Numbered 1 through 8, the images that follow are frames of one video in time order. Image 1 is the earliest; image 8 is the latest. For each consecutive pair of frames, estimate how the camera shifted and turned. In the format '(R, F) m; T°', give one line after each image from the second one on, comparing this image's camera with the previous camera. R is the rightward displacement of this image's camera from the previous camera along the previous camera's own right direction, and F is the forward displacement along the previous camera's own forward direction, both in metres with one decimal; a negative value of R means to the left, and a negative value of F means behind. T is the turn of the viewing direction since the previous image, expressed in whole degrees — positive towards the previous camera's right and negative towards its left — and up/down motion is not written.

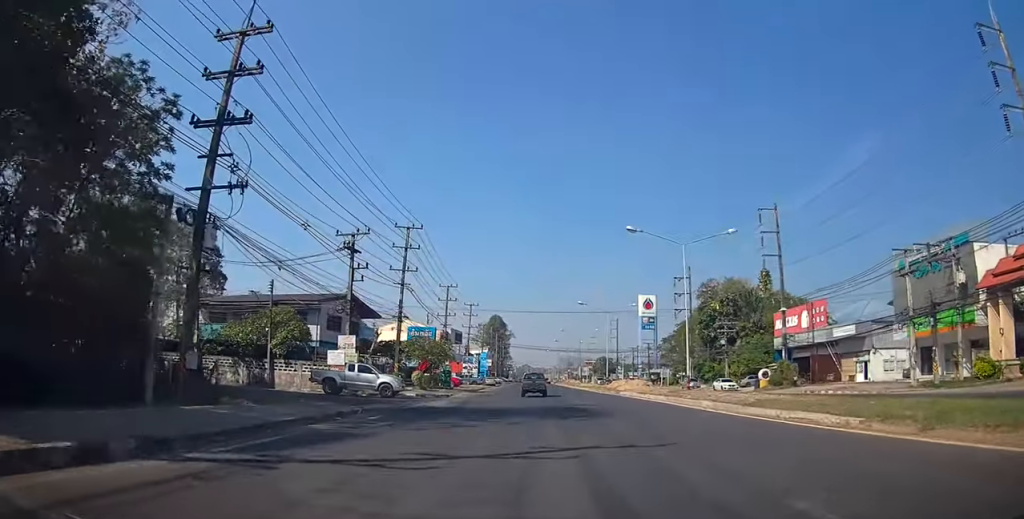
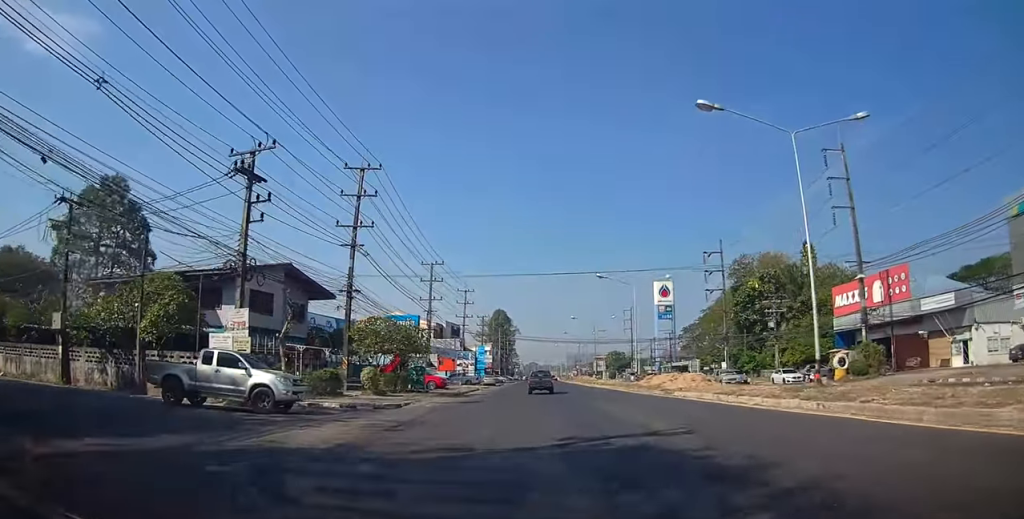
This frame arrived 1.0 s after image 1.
(-0.1, +14.9) m; 0°
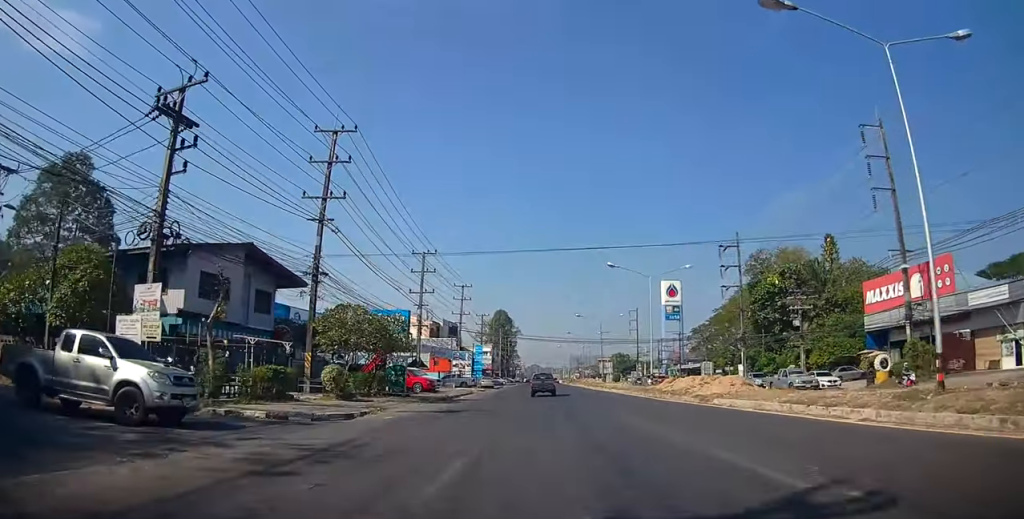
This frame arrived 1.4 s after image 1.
(+0.1, +6.0) m; -1°
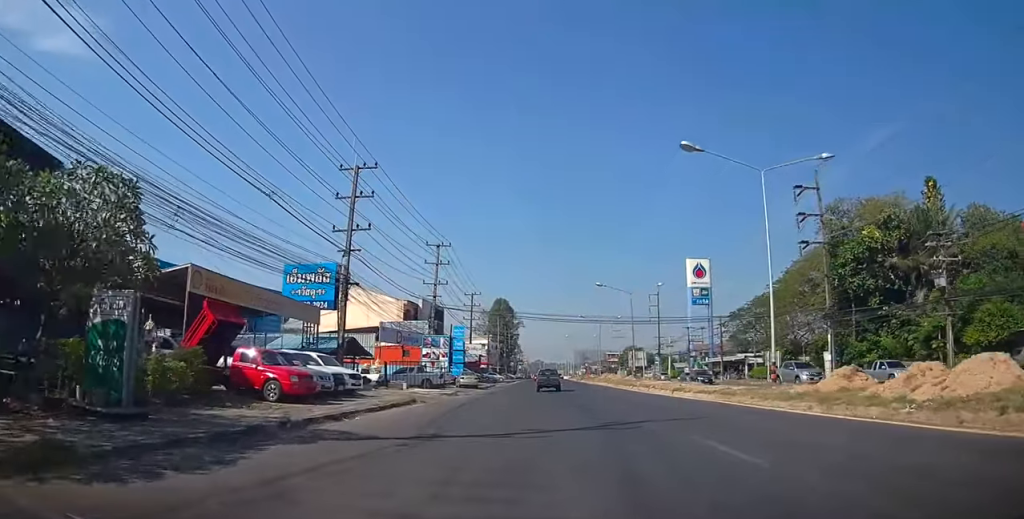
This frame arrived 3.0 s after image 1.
(-0.6, +22.6) m; -2°
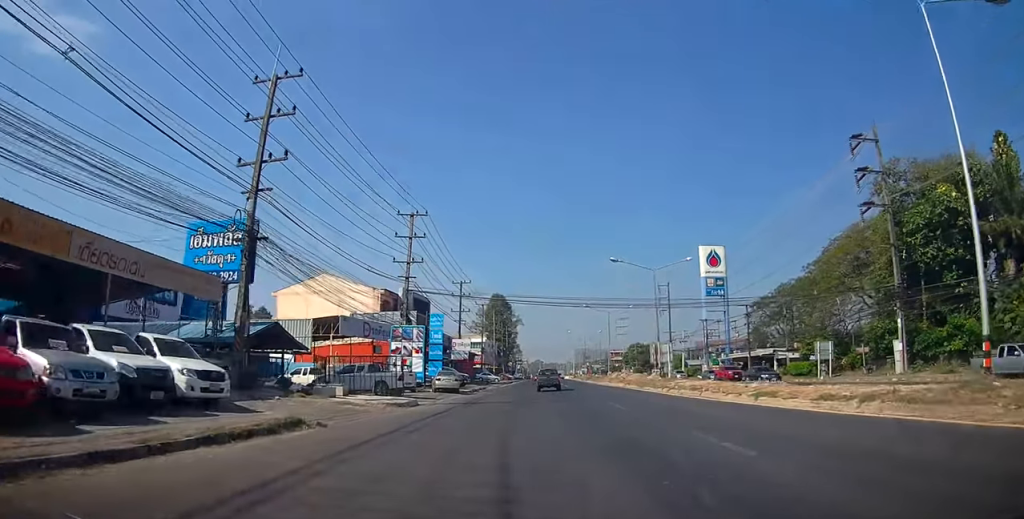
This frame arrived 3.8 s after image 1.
(0.0, +11.6) m; +1°
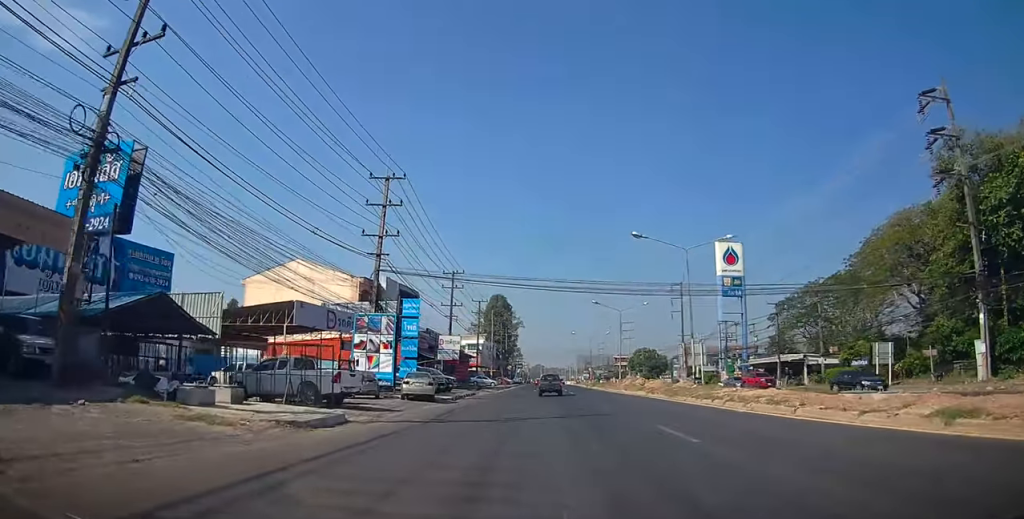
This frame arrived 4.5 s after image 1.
(+0.2, +9.3) m; +1°
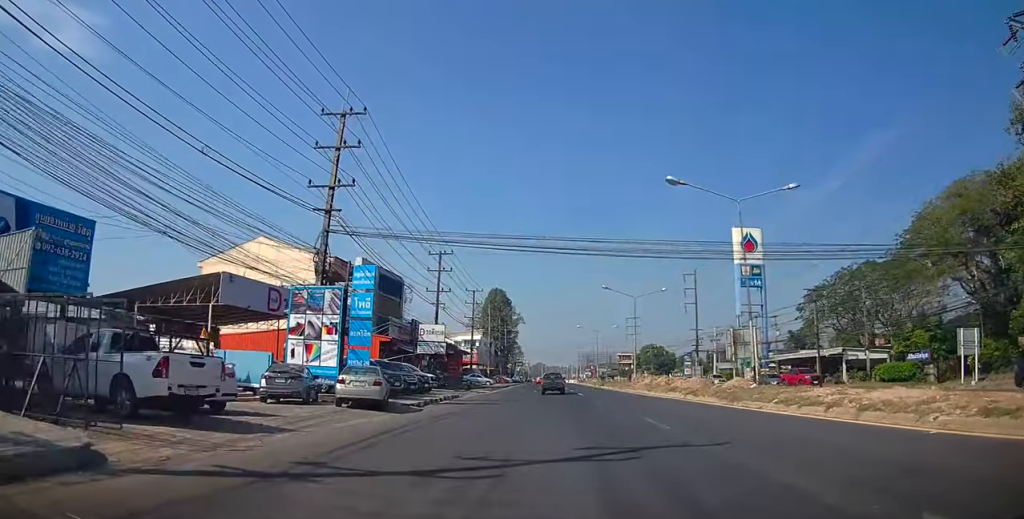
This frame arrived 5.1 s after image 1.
(+0.1, +9.3) m; 0°
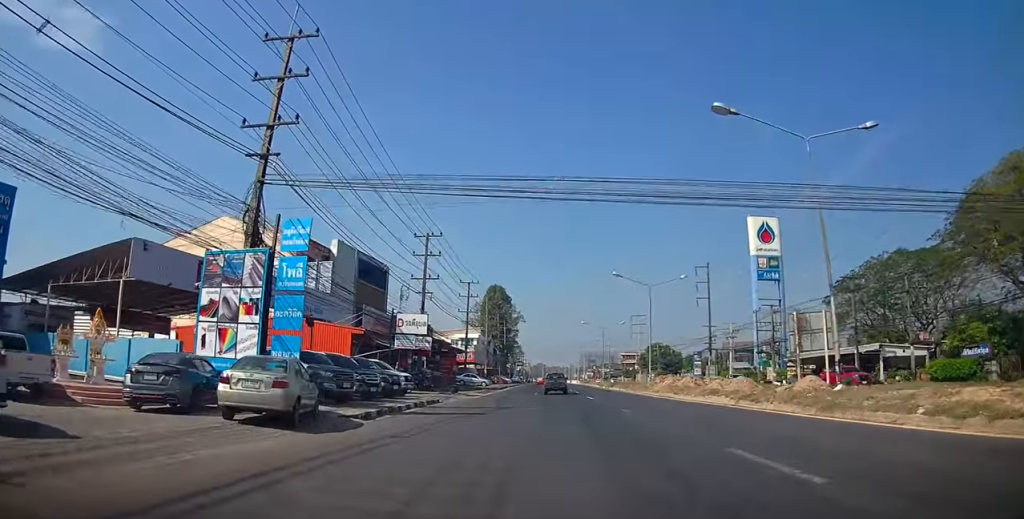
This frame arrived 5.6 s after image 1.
(0.0, +7.1) m; -1°
